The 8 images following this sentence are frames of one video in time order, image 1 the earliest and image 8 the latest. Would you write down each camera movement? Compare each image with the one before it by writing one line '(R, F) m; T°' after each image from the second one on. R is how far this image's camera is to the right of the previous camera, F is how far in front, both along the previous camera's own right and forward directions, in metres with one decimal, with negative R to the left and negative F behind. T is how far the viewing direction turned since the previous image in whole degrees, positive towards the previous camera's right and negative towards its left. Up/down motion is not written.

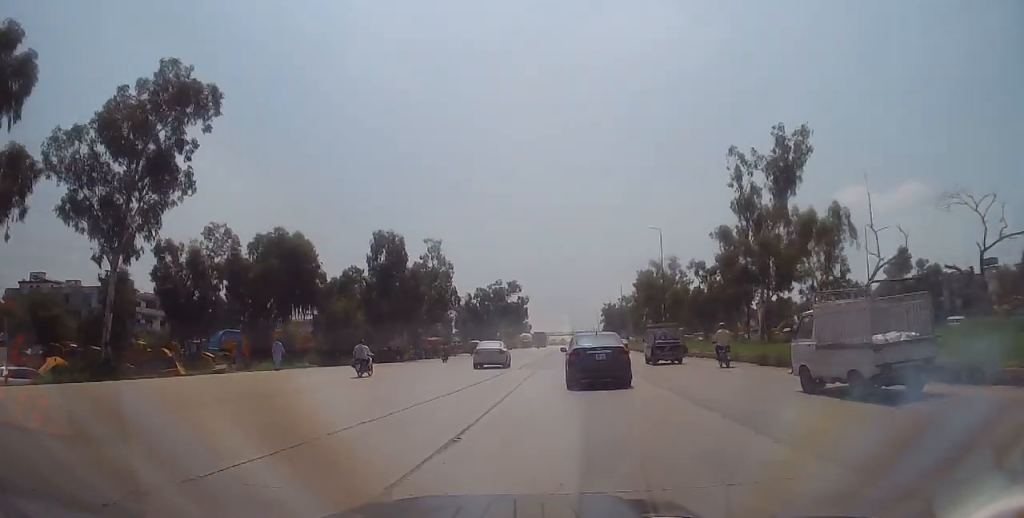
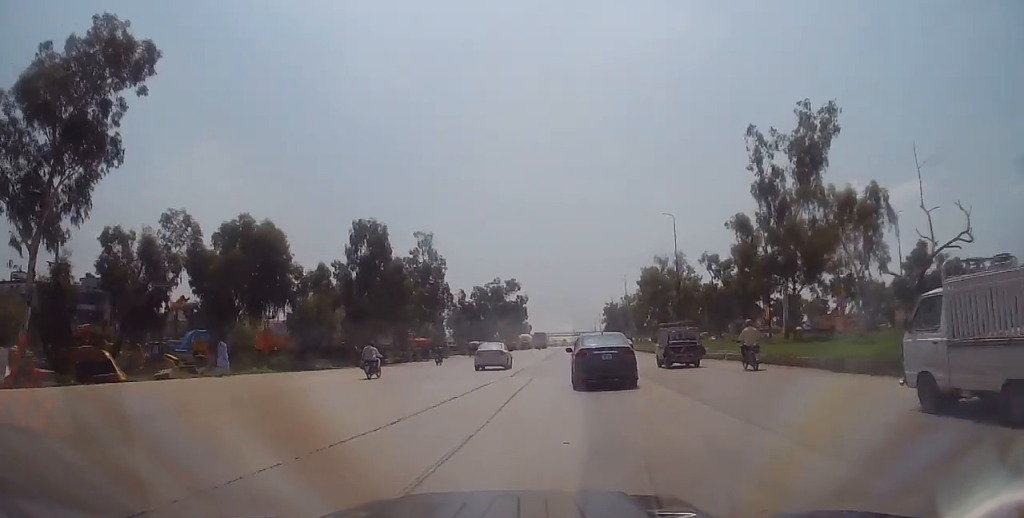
(0.0, +6.7) m; 0°
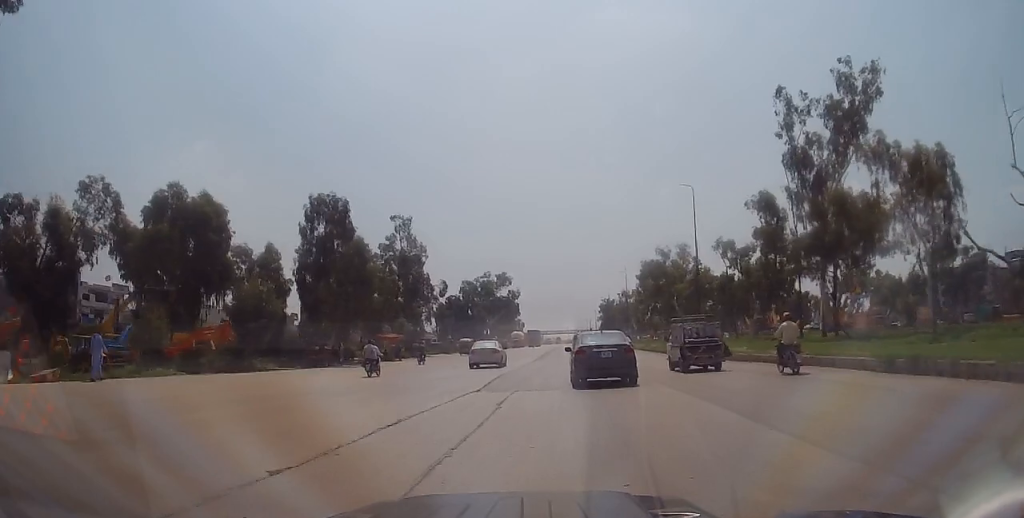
(0.0, +9.5) m; +1°
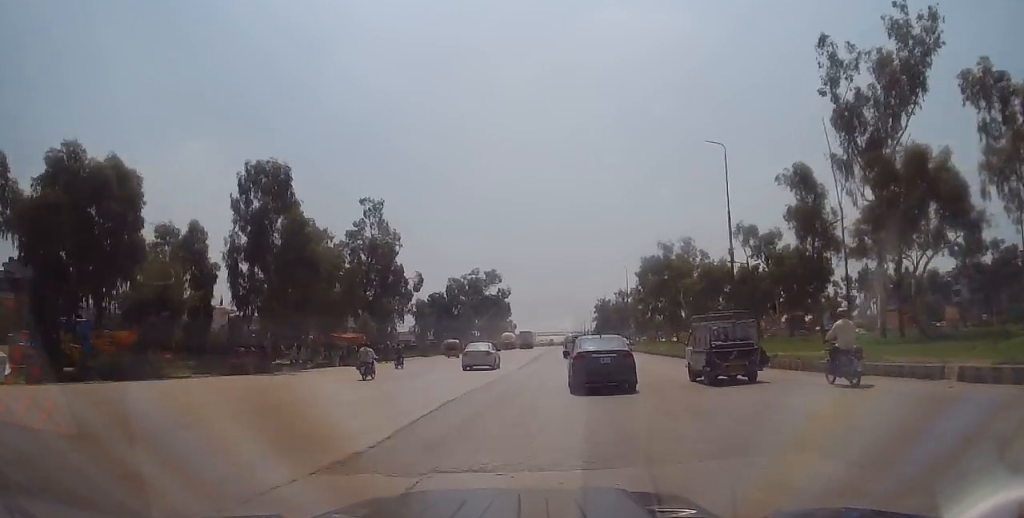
(+0.2, +10.0) m; +1°
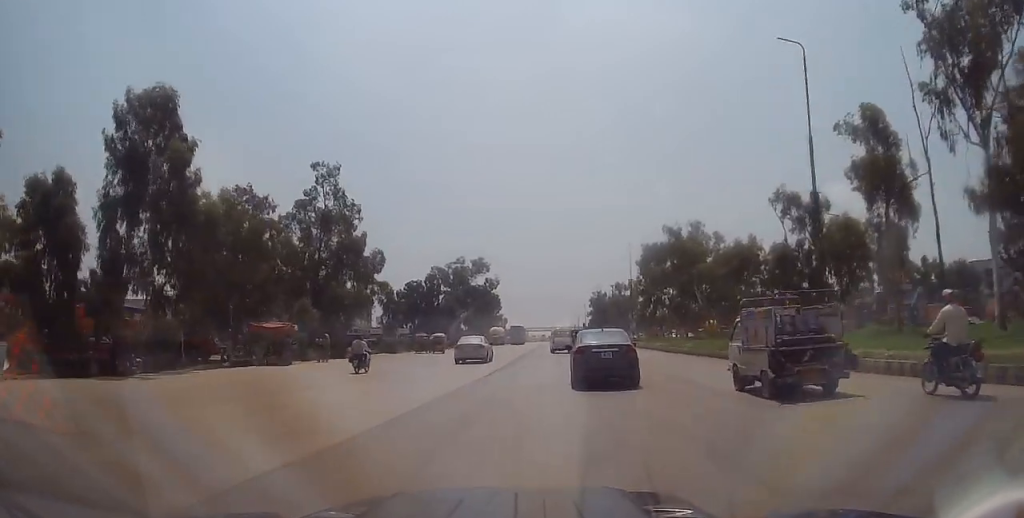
(+0.1, +11.9) m; 0°
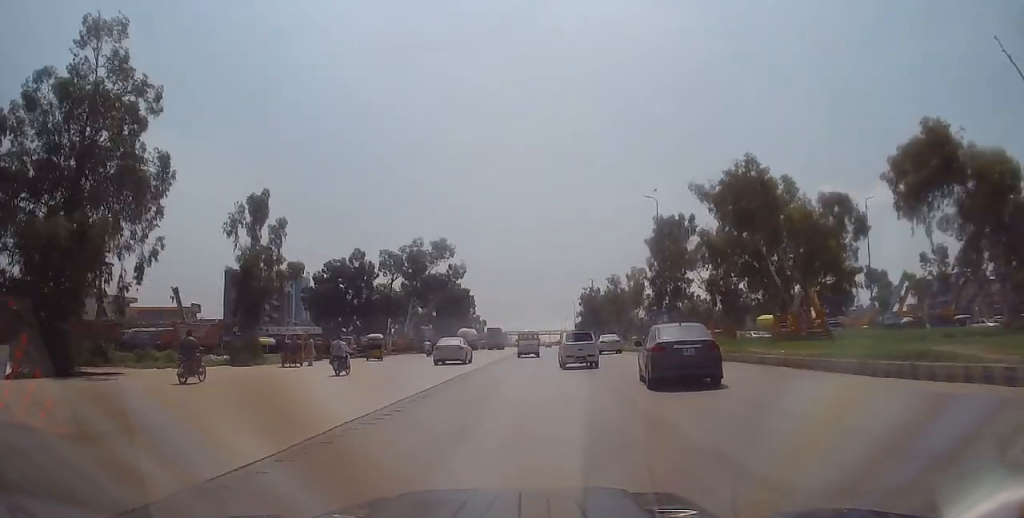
(-0.4, +28.9) m; +1°
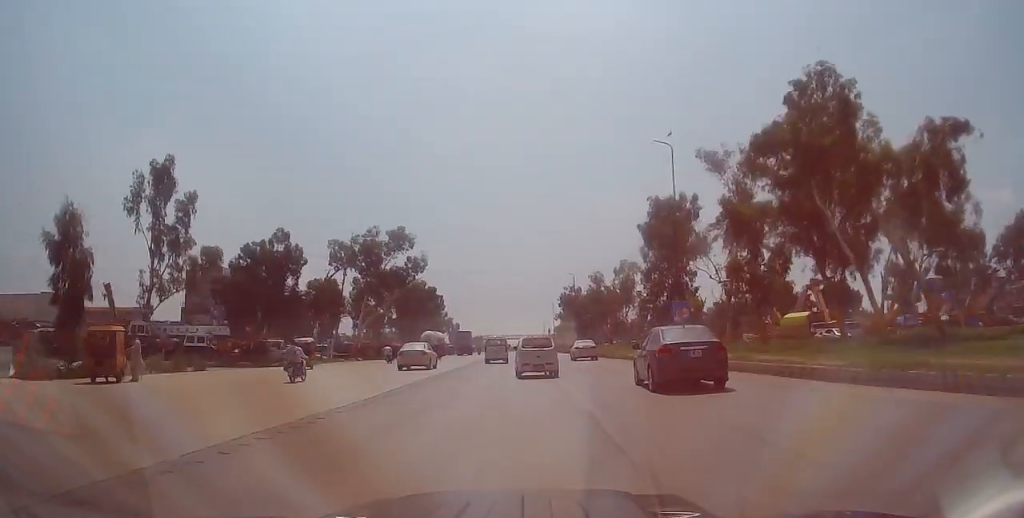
(+0.4, +14.3) m; +3°
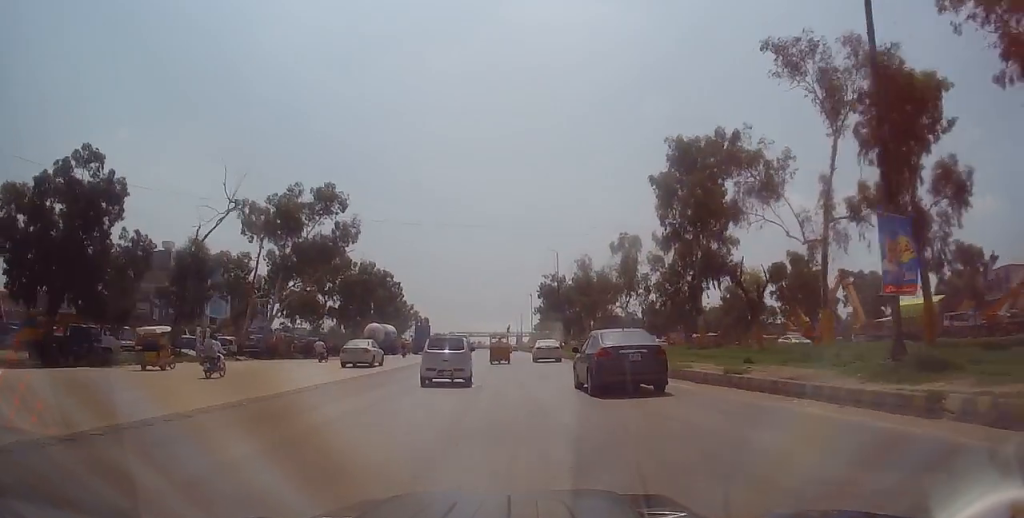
(+0.7, +22.3) m; +1°
